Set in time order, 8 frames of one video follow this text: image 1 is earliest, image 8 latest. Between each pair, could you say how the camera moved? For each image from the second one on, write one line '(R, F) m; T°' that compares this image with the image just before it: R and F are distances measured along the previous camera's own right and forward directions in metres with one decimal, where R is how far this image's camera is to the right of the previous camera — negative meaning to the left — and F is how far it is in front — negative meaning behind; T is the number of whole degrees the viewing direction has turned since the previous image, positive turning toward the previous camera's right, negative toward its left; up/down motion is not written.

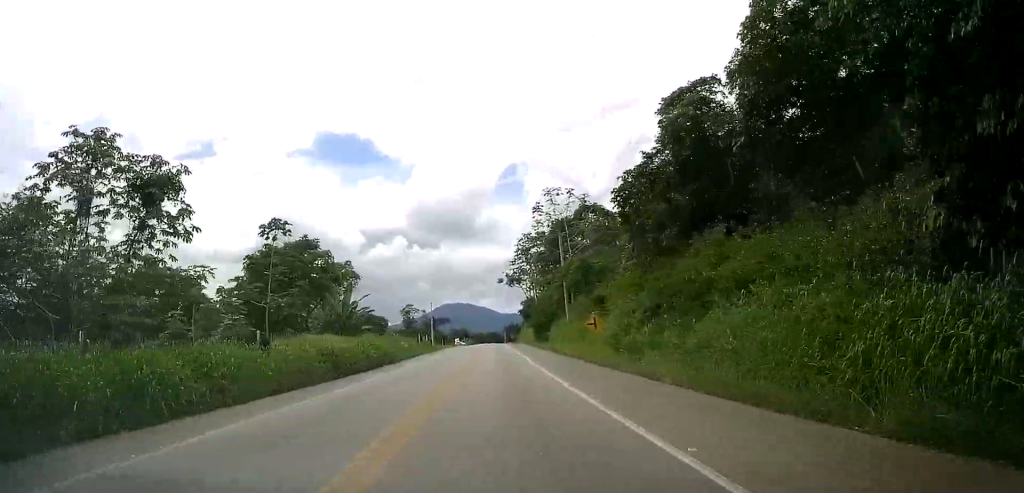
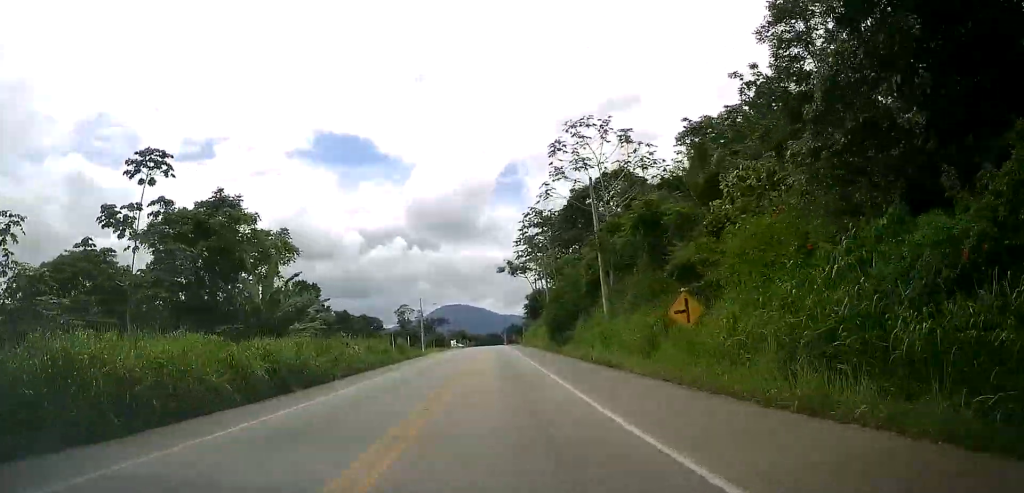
(0.0, +18.0) m; 0°
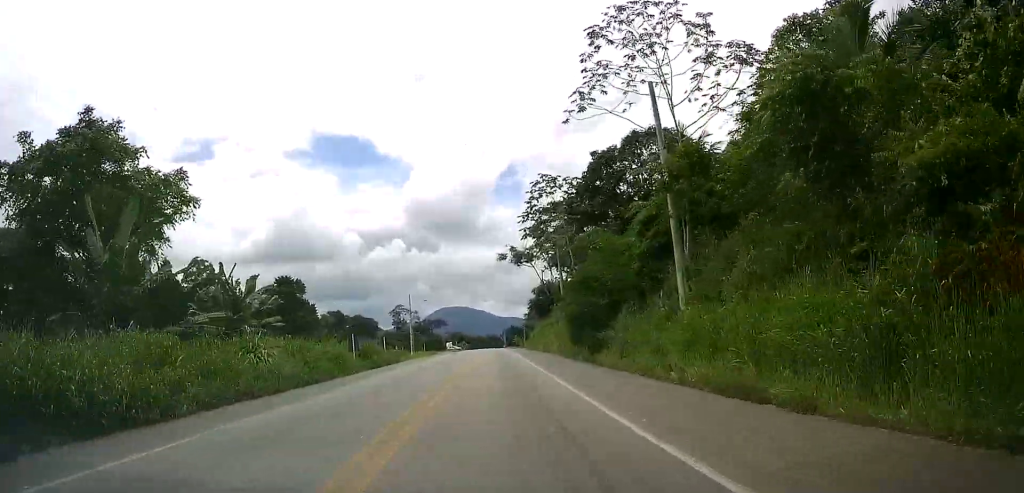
(+0.1, +14.6) m; 0°
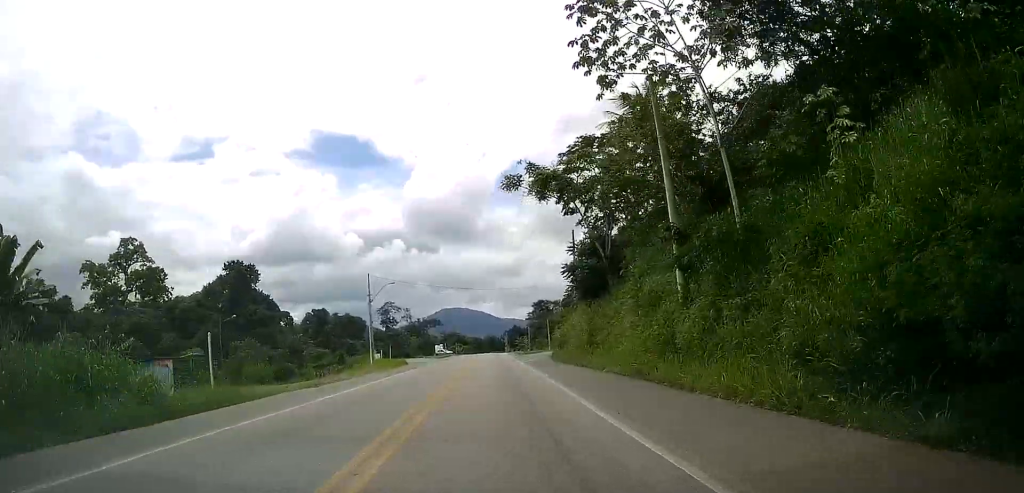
(-0.3, +34.0) m; +1°
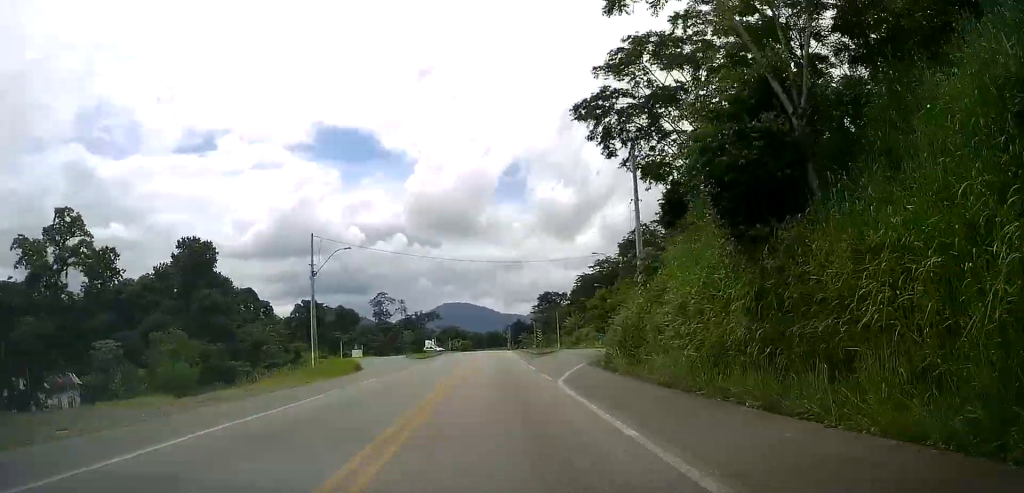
(+0.6, +22.5) m; 0°
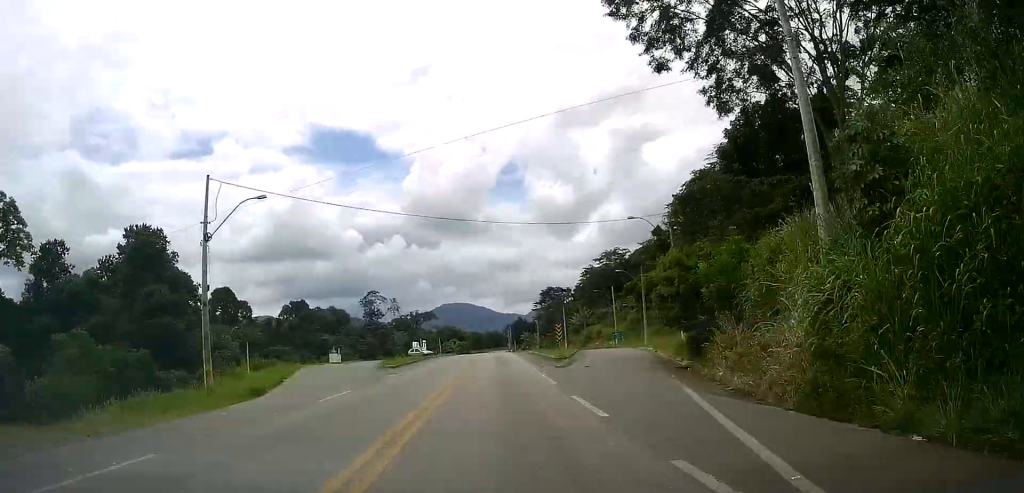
(-0.3, +17.7) m; -1°
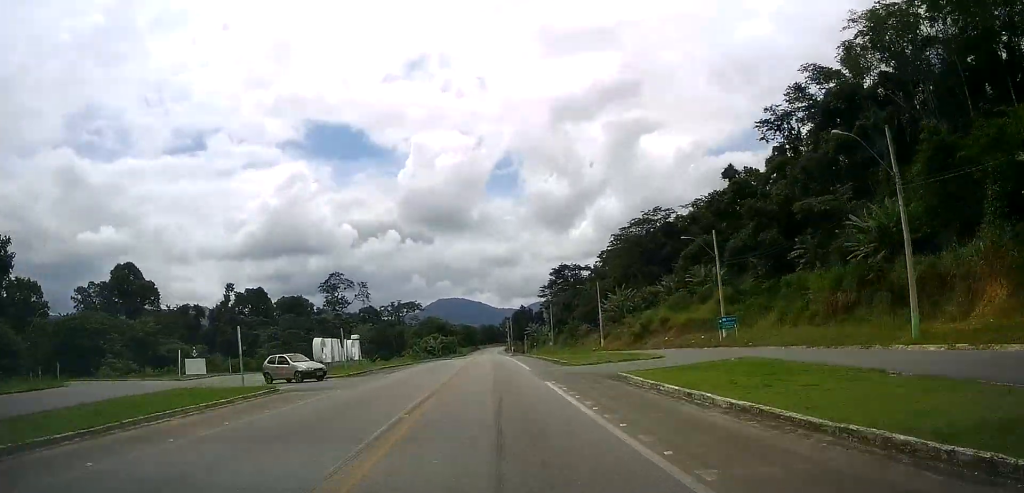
(+0.2, +53.2) m; +1°
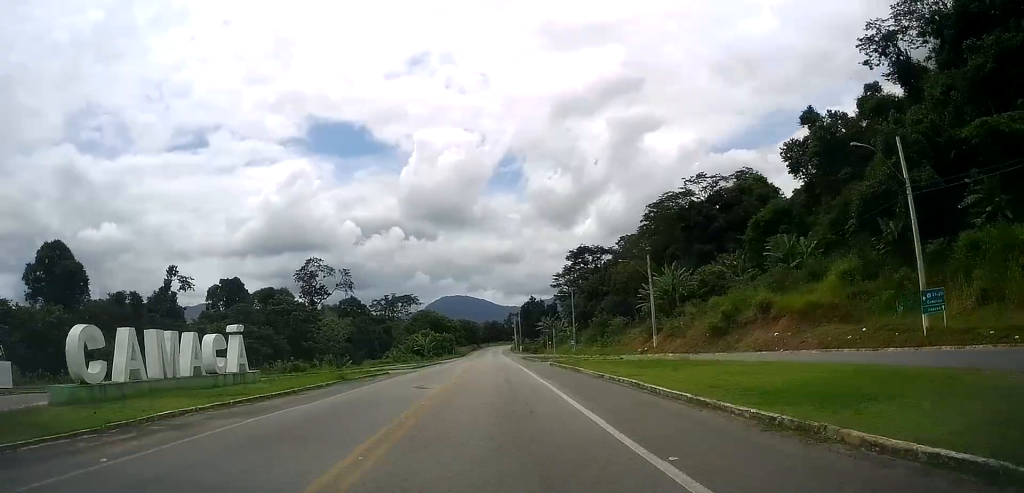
(-0.4, +29.0) m; -1°
